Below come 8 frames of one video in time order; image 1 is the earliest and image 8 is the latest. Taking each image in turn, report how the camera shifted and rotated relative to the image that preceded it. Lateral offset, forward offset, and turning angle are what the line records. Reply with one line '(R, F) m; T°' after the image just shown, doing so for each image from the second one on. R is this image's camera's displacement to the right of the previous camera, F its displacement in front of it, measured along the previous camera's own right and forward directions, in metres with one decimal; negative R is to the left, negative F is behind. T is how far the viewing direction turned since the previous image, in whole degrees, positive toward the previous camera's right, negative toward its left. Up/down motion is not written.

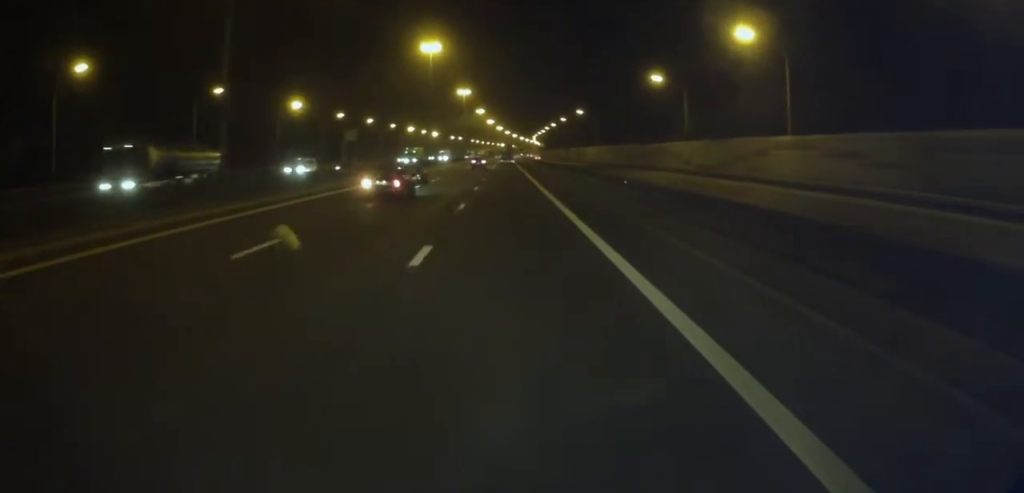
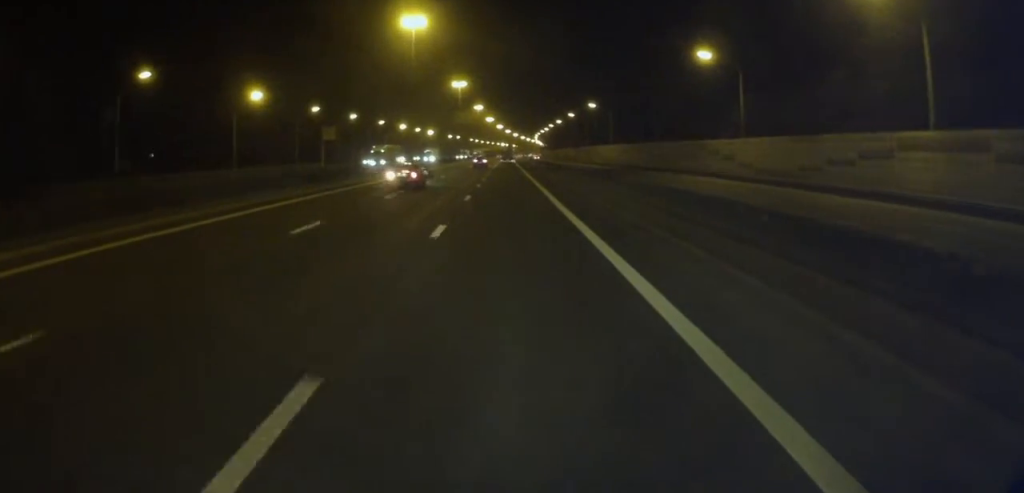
(0.0, +21.1) m; 0°
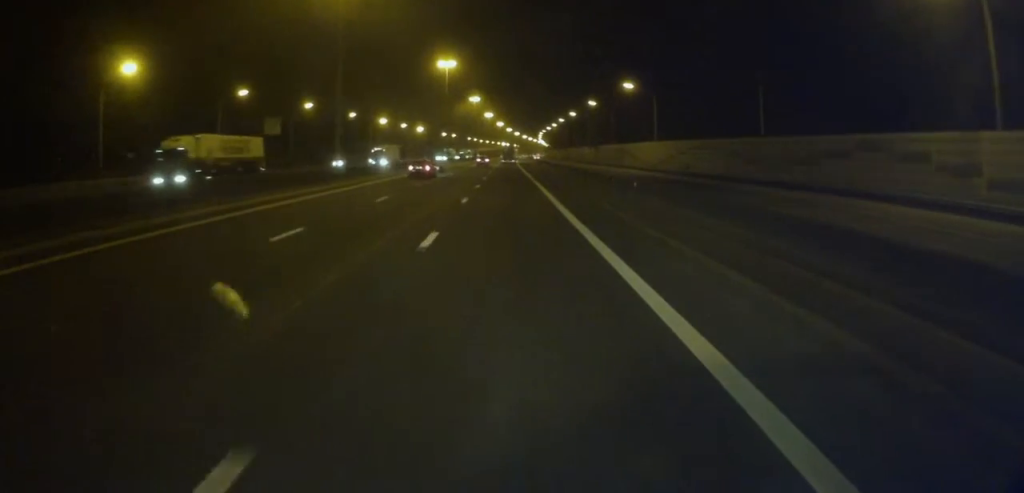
(-0.1, +39.2) m; 0°
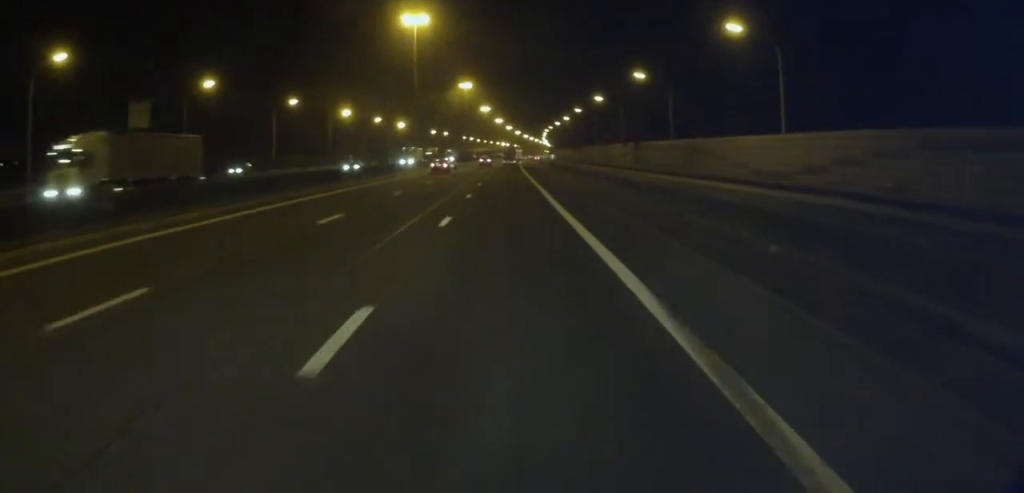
(0.0, +45.2) m; 0°
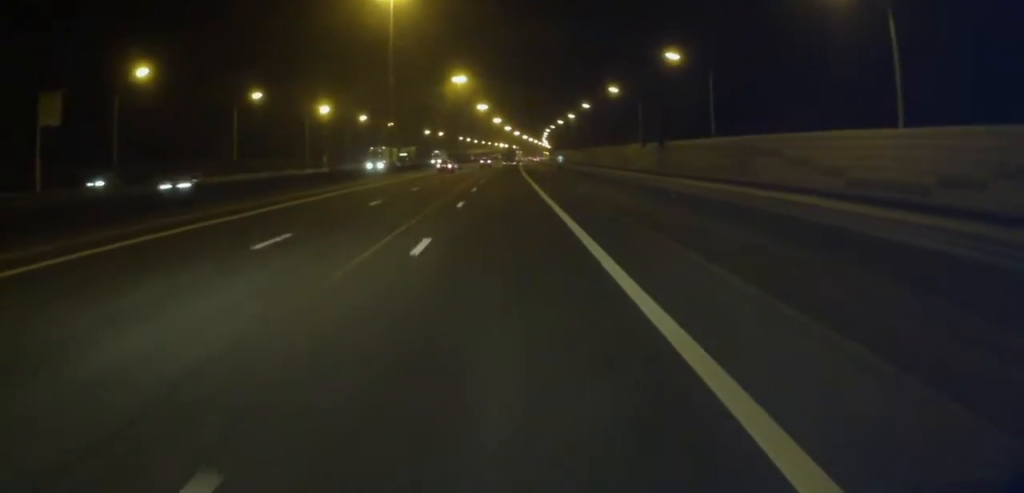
(+0.1, +17.2) m; 0°
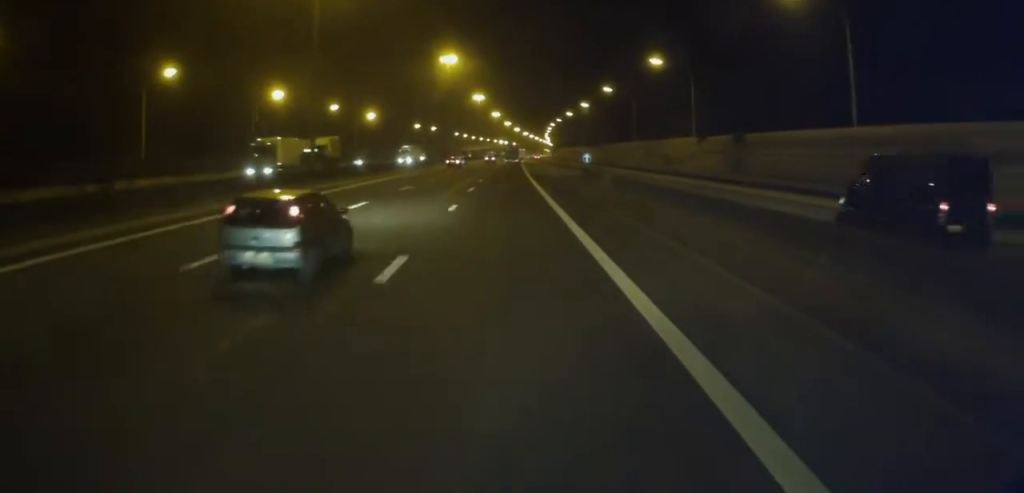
(-0.1, +28.1) m; 0°
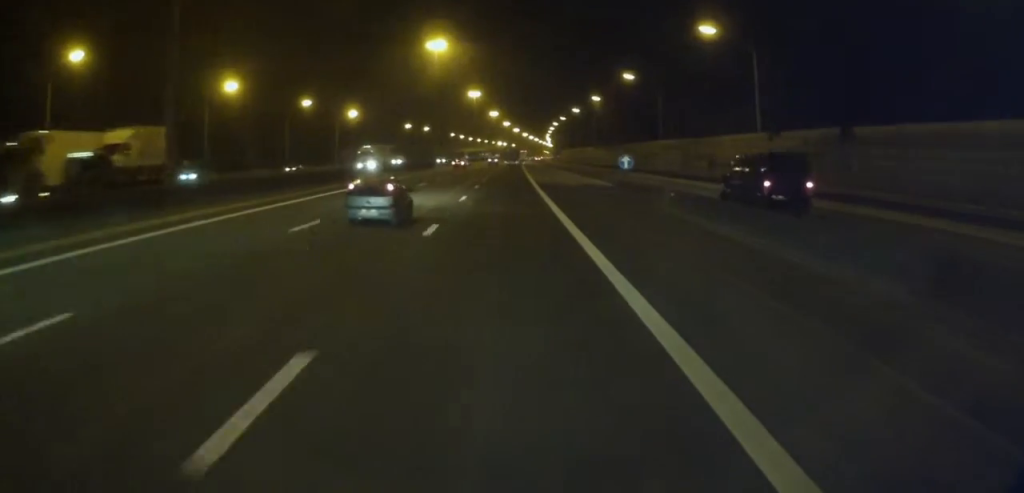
(0.0, +18.7) m; 0°
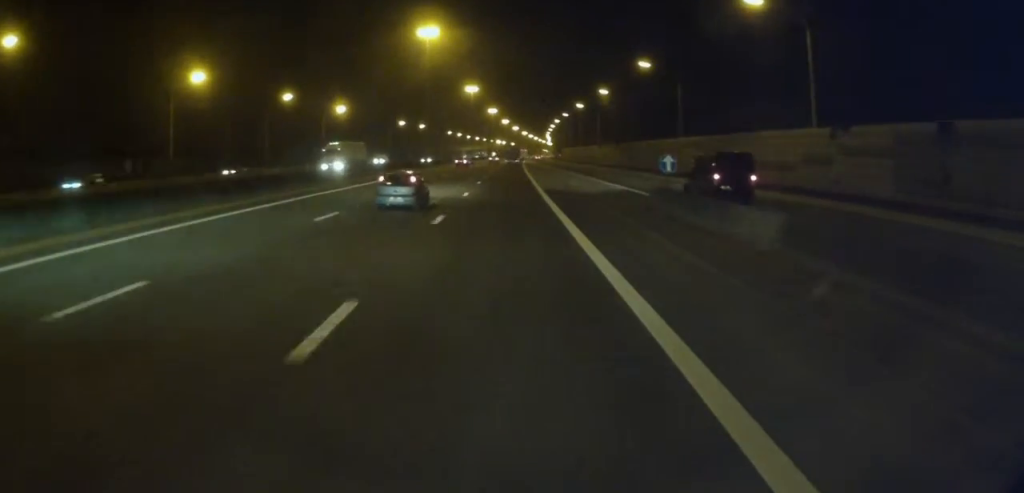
(0.0, +10.1) m; 0°
